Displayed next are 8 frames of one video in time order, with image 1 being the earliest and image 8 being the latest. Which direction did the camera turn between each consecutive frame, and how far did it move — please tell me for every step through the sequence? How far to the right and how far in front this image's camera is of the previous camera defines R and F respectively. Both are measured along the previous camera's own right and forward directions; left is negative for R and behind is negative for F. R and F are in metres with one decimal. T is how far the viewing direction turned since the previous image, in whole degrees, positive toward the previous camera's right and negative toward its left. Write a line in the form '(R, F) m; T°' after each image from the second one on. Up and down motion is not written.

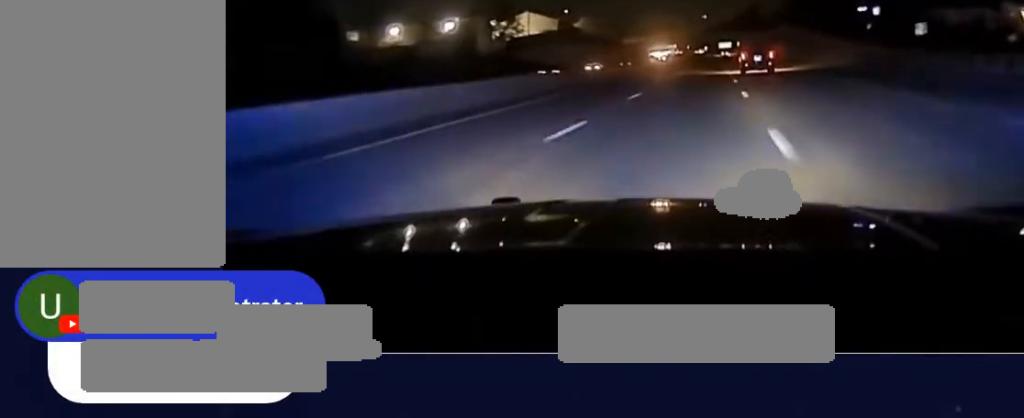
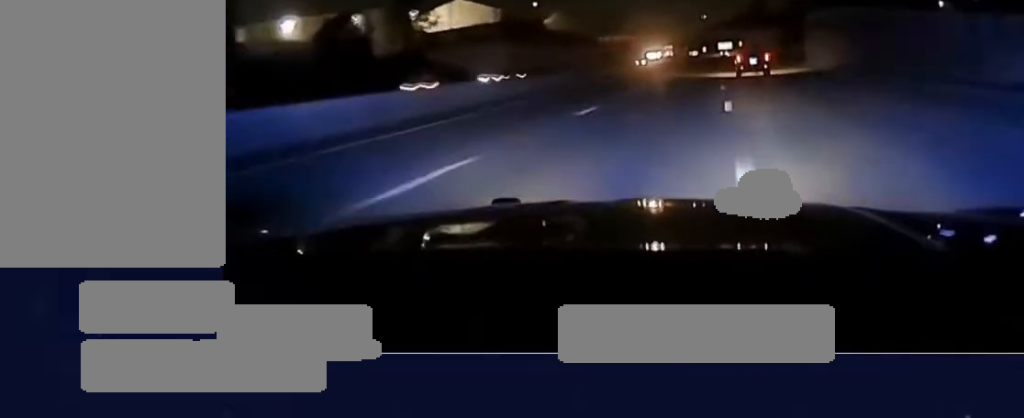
(0.0, +31.9) m; 0°
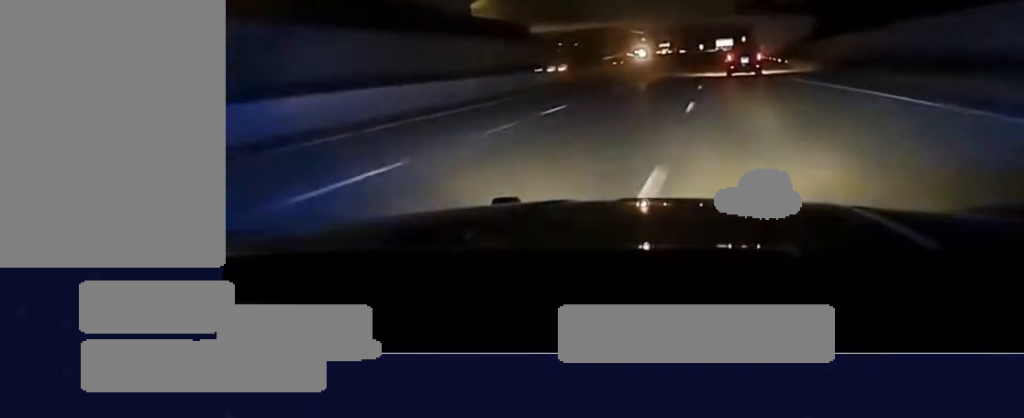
(+0.2, +59.2) m; 0°
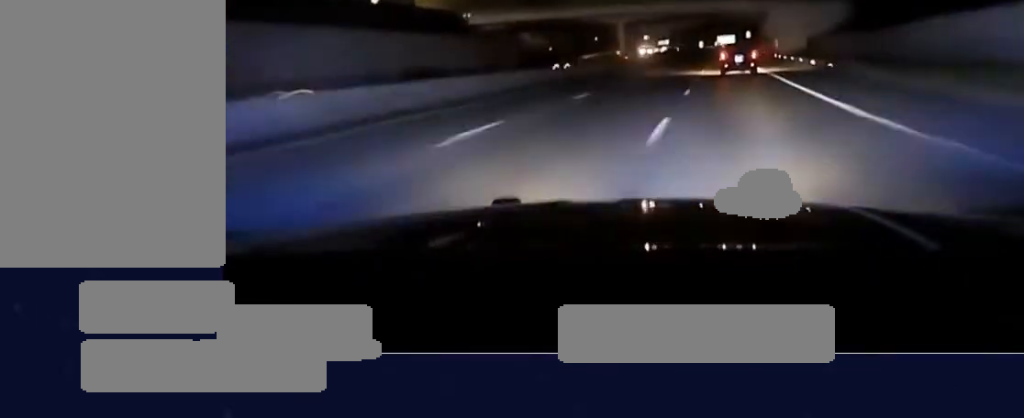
(+0.2, +33.8) m; 0°
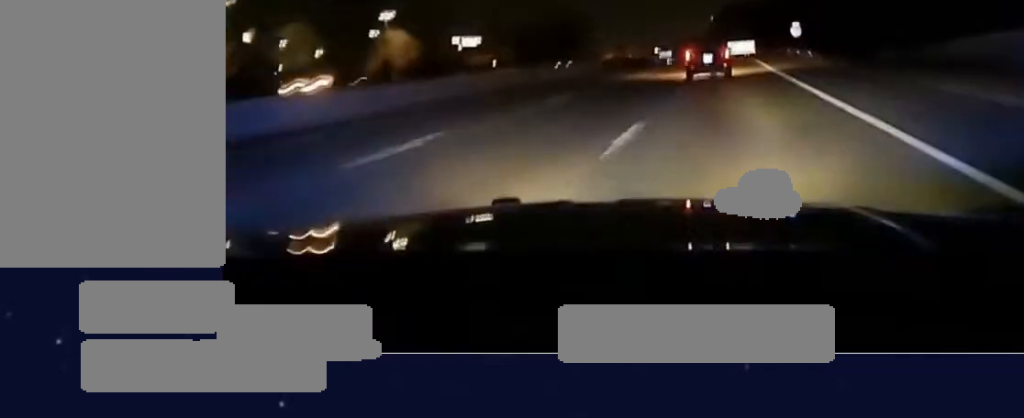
(-1.6, +135.3) m; -1°
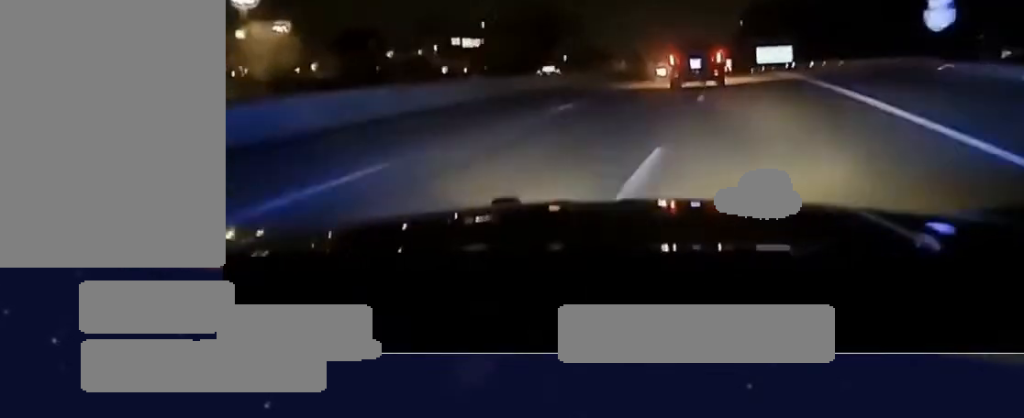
(-0.7, +55.7) m; -2°
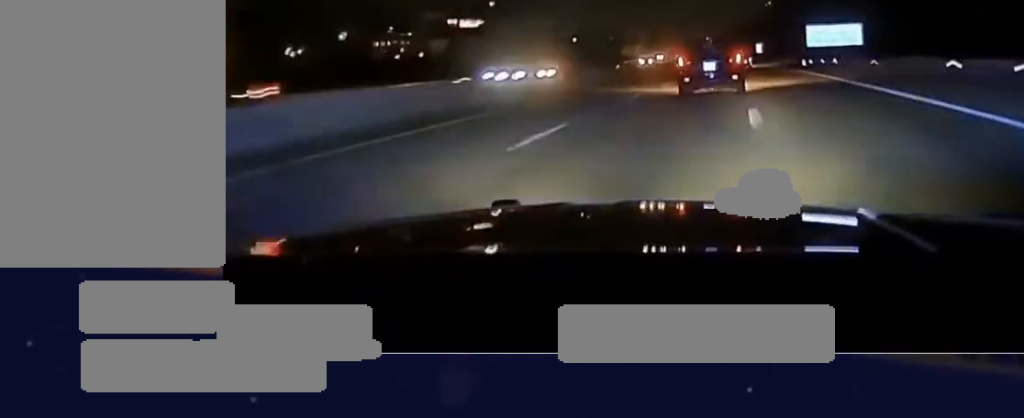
(-0.9, +45.6) m; -2°
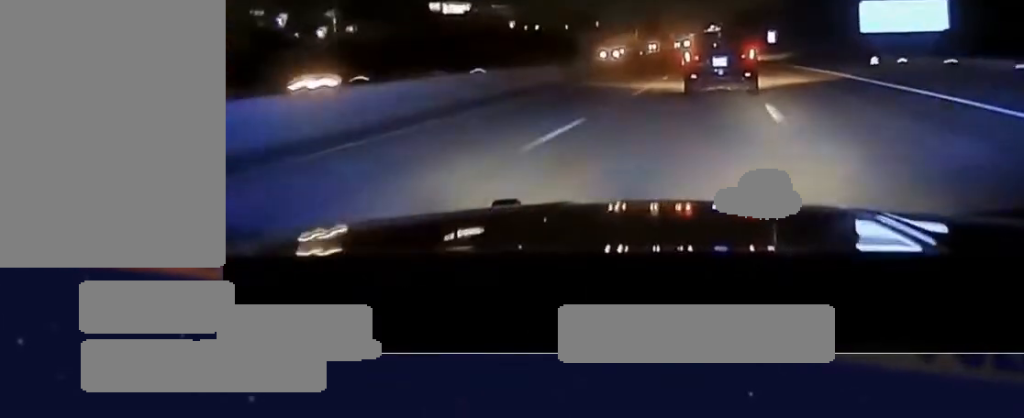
(-0.2, +28.6) m; 0°
